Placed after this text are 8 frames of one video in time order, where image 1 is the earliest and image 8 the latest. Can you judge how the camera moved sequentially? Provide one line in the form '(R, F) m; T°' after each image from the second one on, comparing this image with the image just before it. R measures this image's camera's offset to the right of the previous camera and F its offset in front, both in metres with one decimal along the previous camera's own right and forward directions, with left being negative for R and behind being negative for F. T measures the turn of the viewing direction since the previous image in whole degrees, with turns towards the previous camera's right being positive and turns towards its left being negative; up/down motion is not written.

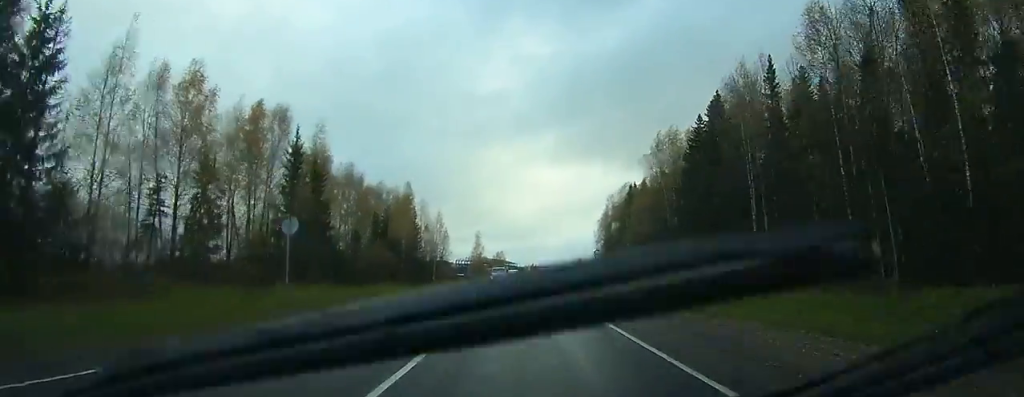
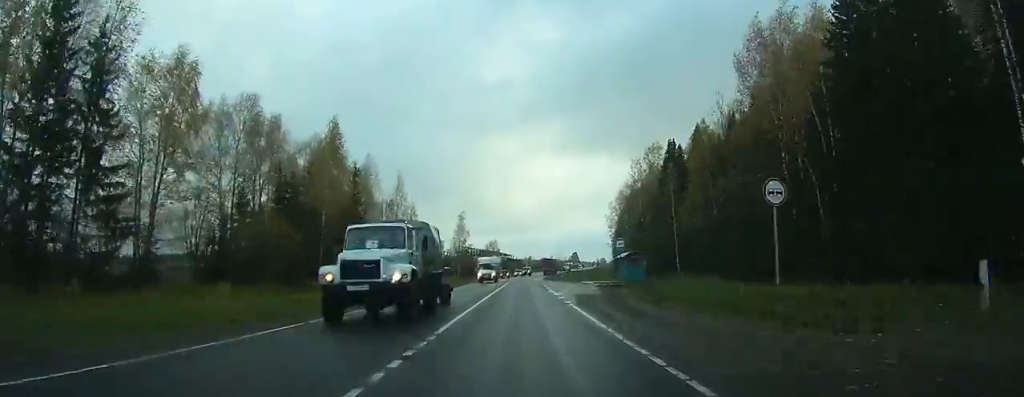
(+0.9, +37.2) m; +2°
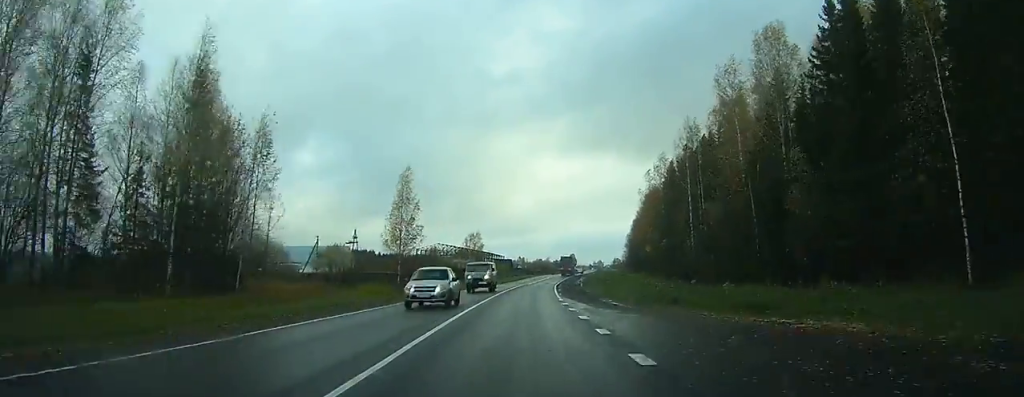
(+0.8, +56.1) m; +1°
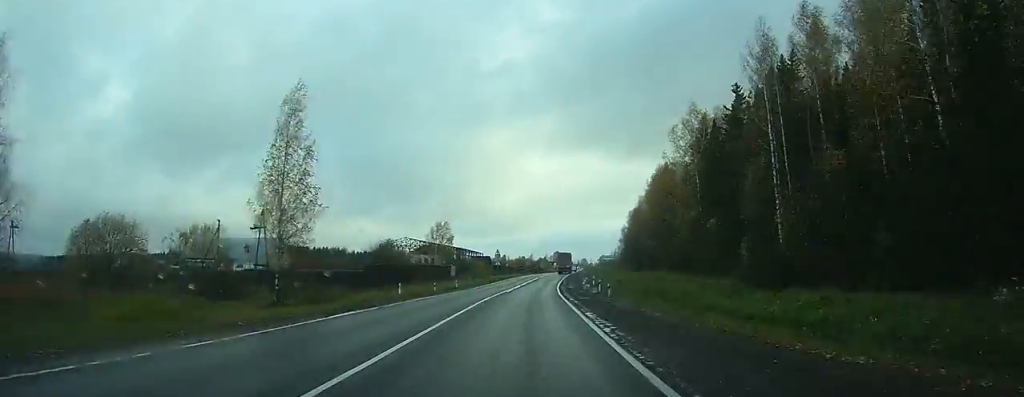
(-0.1, +32.1) m; +1°
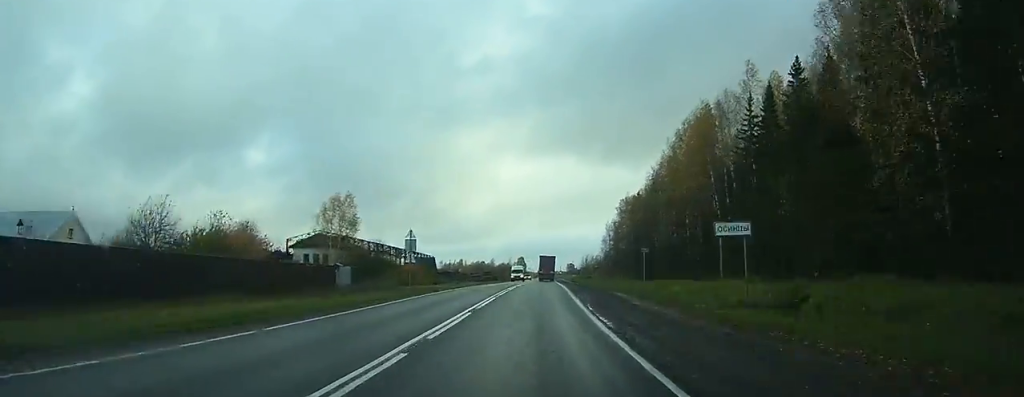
(+1.5, +52.1) m; +4°
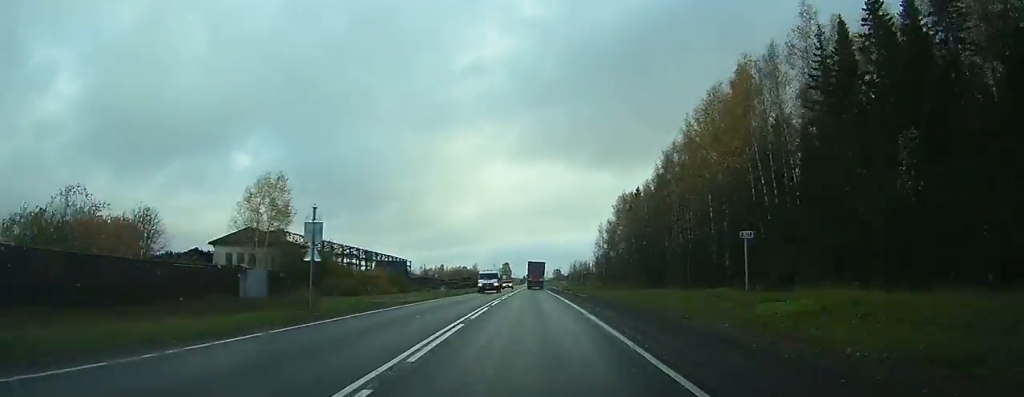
(+0.4, +18.6) m; +1°
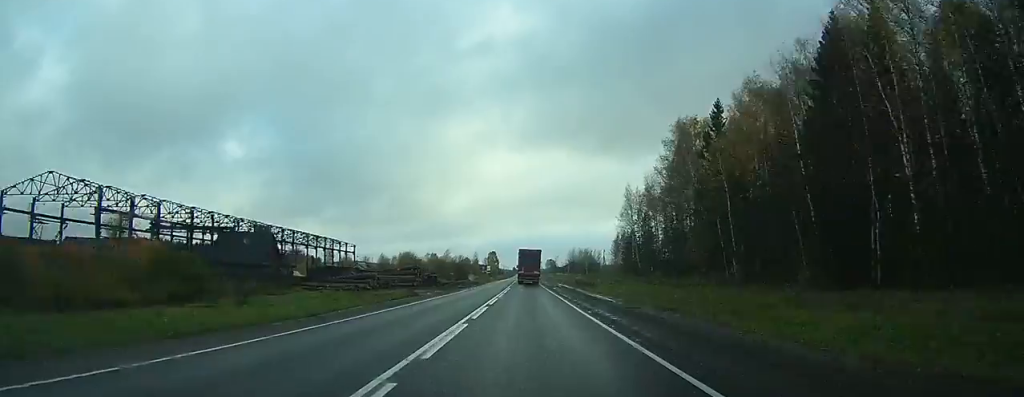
(+1.5, +63.6) m; +1°
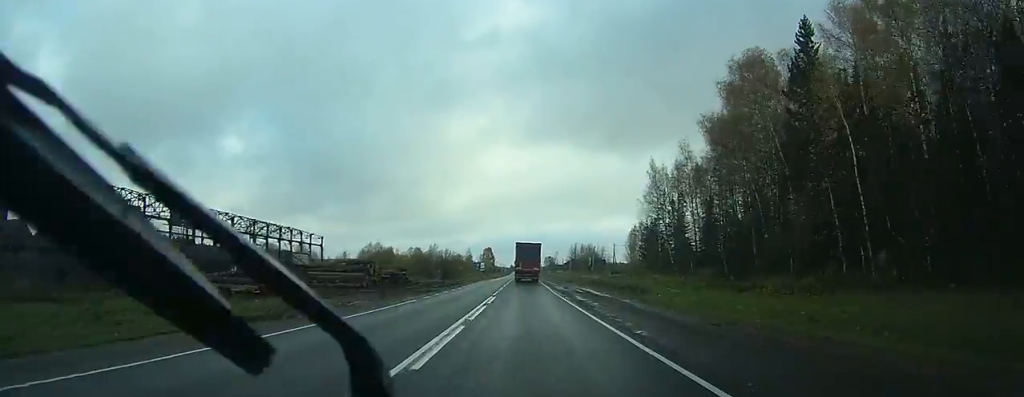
(0.0, +24.7) m; 0°
